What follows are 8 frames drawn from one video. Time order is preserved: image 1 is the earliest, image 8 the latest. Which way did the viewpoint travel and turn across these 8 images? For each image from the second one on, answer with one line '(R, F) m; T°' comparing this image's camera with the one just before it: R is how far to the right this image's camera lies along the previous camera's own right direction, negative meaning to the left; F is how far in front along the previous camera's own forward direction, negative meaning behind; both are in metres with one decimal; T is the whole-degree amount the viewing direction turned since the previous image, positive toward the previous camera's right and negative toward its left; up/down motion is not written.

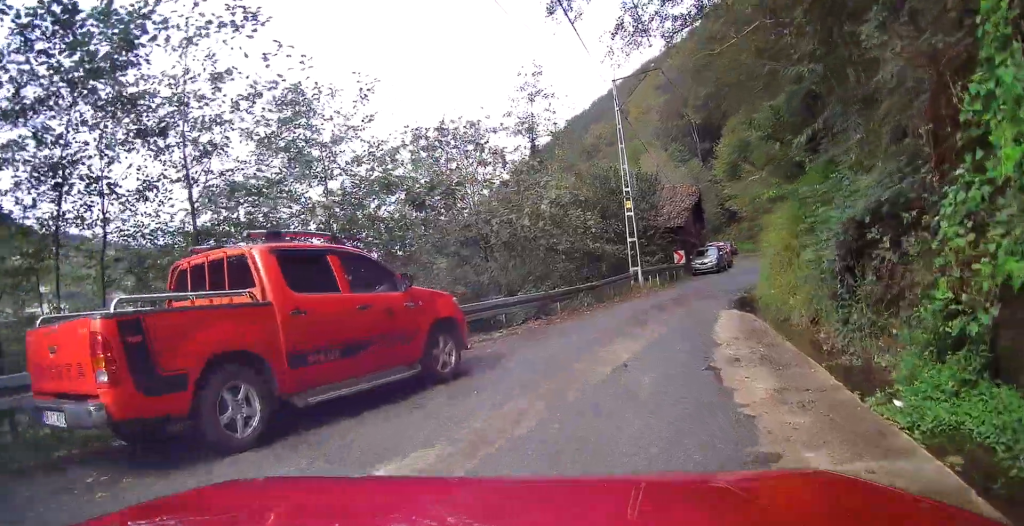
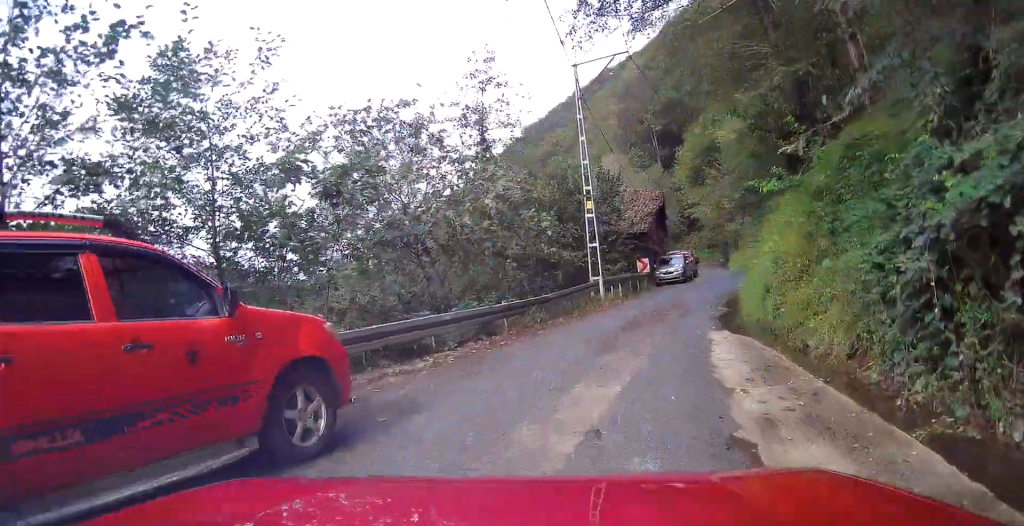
(+0.3, +3.0) m; +5°
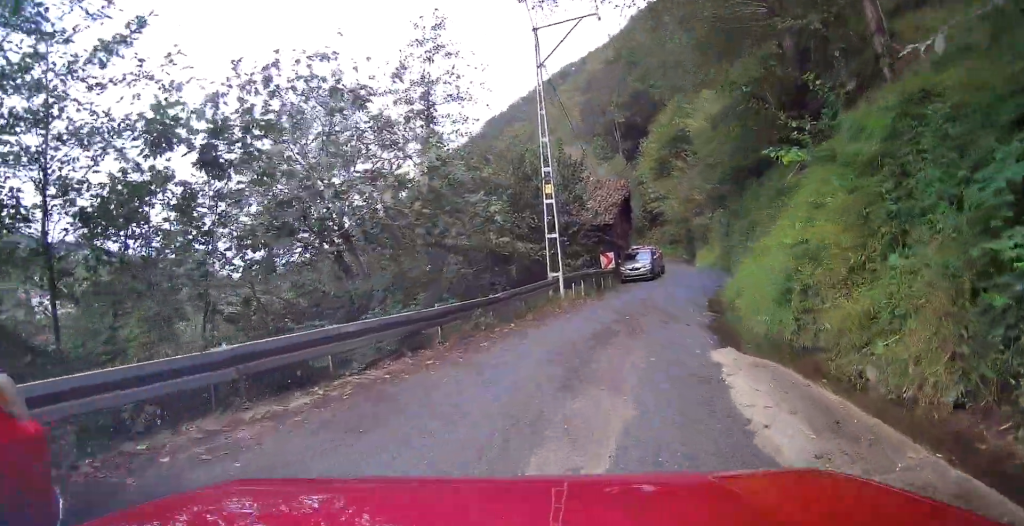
(+0.1, +3.0) m; +5°
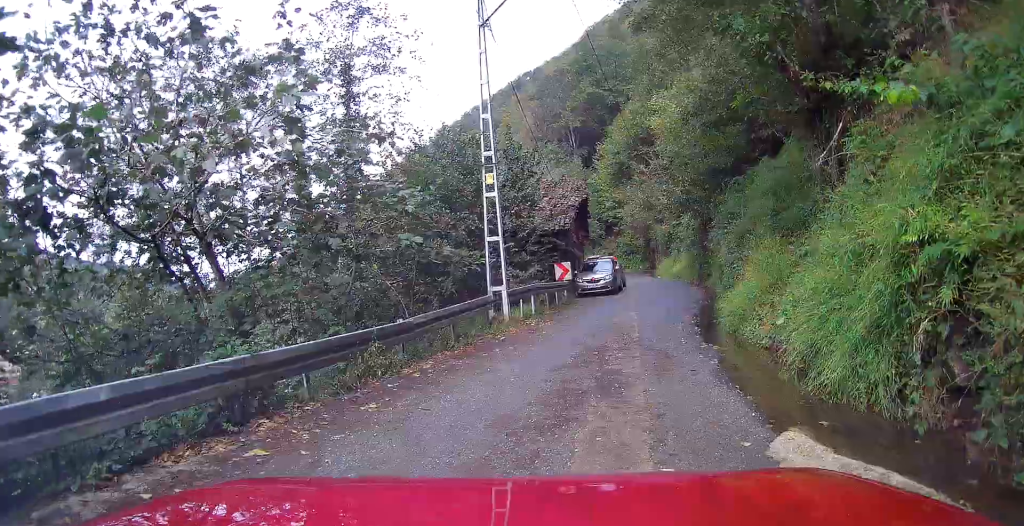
(+0.3, +3.9) m; +3°
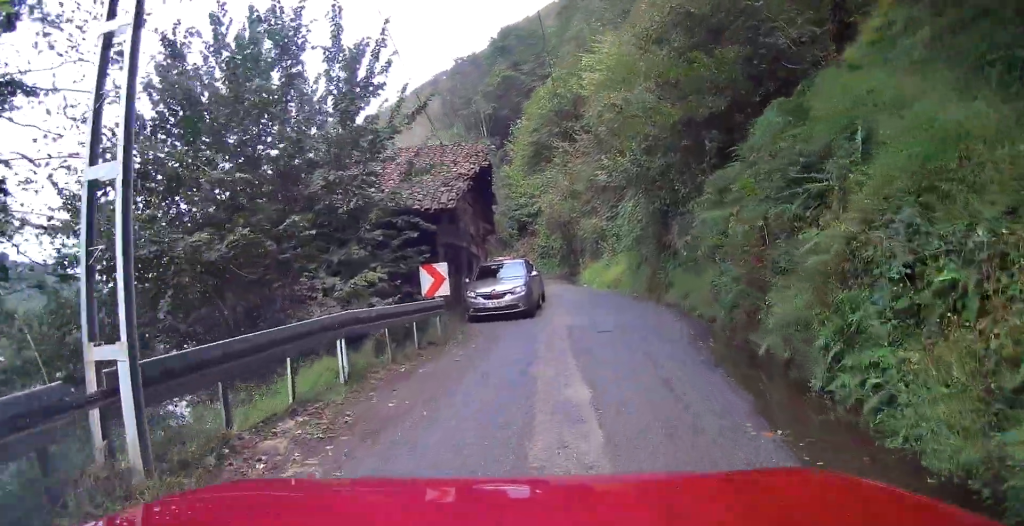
(+0.5, +9.6) m; +5°
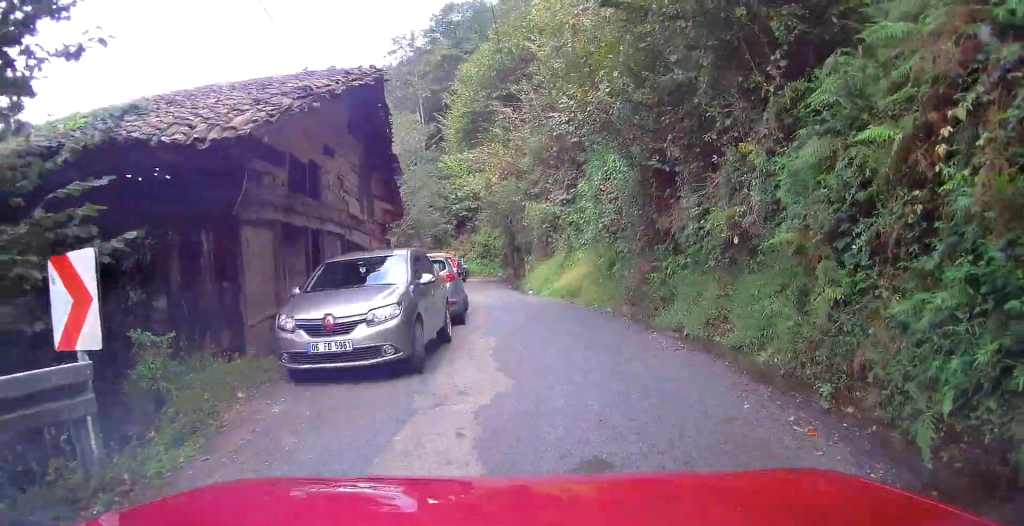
(+0.5, +7.9) m; +8°
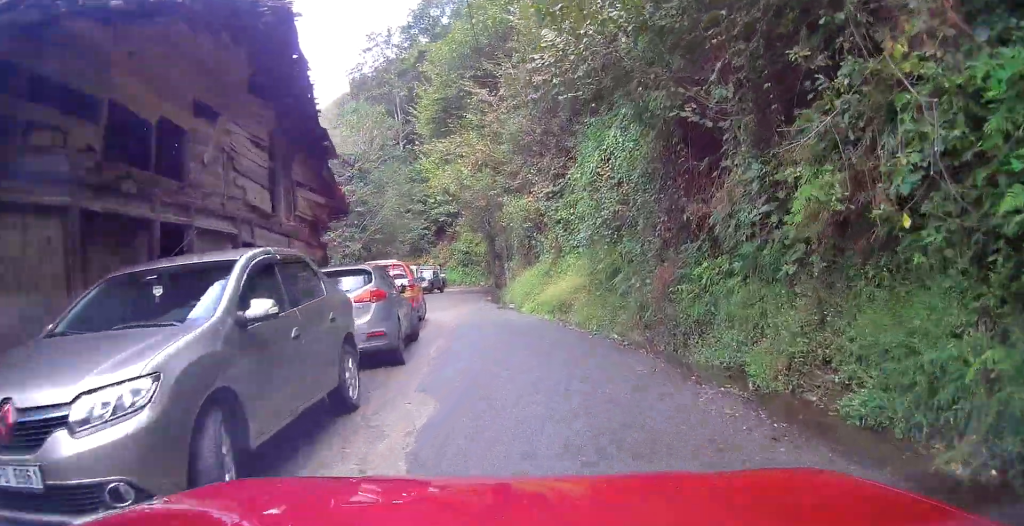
(+0.2, +4.1) m; +3°
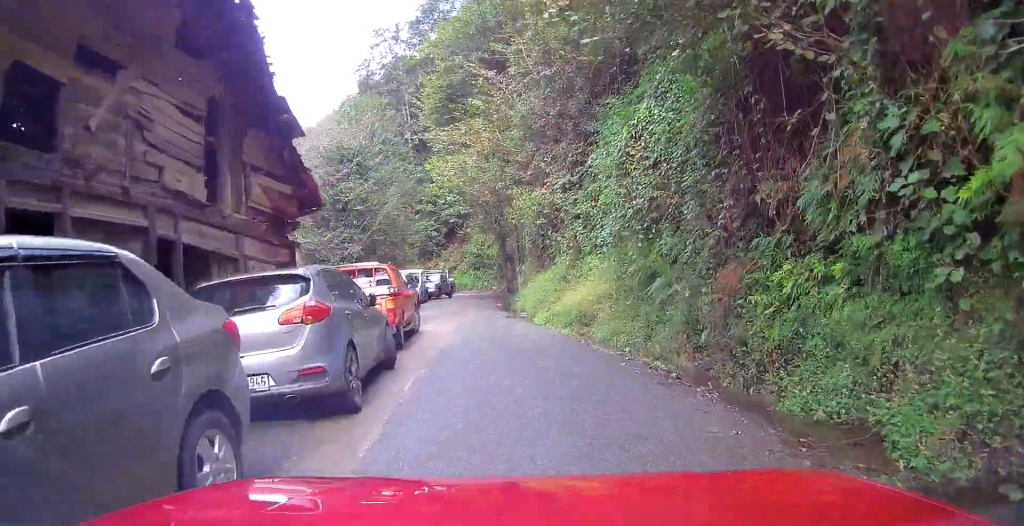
(0.0, +2.6) m; +1°
